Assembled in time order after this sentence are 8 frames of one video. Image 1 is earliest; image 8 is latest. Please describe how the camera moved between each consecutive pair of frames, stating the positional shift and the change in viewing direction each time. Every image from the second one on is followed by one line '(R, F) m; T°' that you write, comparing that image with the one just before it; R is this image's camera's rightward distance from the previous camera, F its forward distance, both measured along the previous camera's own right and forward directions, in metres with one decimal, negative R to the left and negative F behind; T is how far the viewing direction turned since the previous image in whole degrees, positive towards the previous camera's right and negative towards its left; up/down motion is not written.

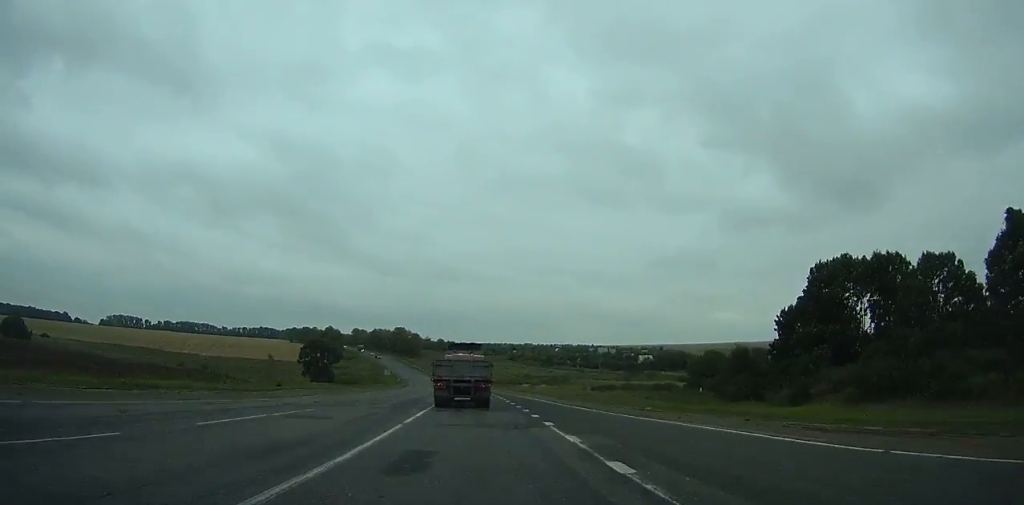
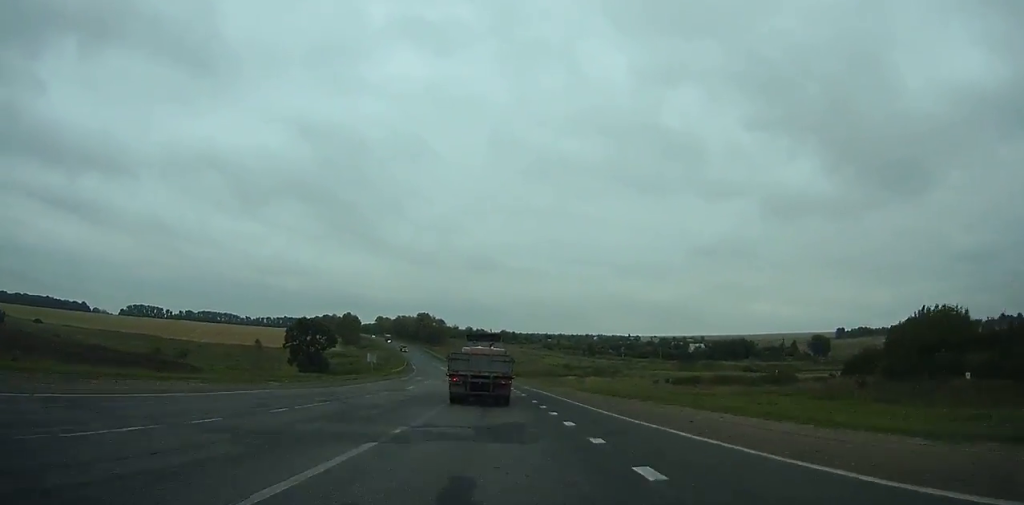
(-0.6, +44.6) m; -2°
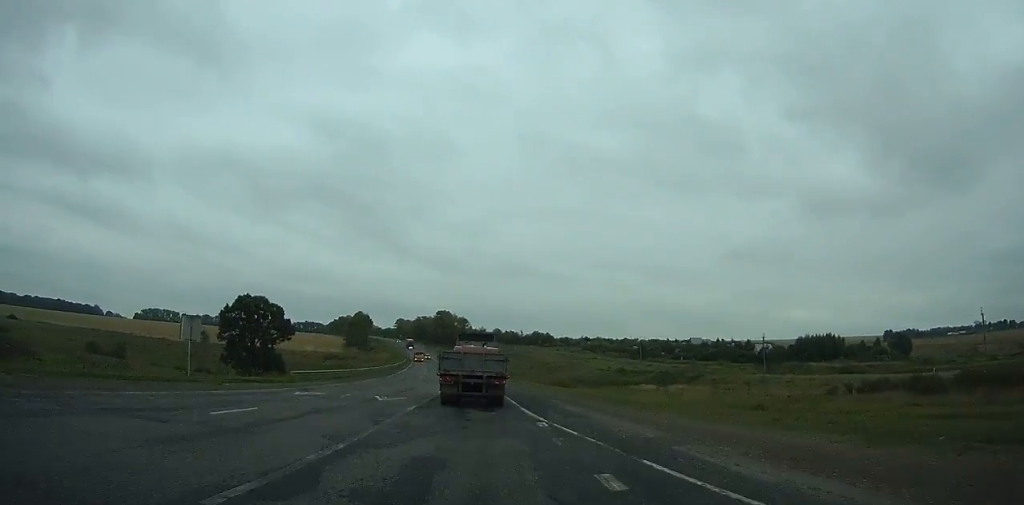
(-1.7, +58.1) m; -3°
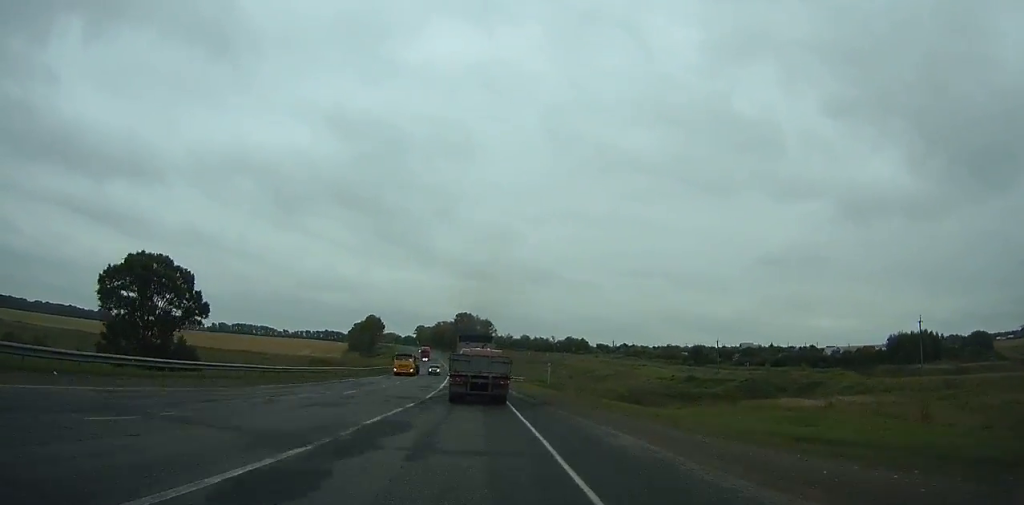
(-0.7, +46.7) m; -3°
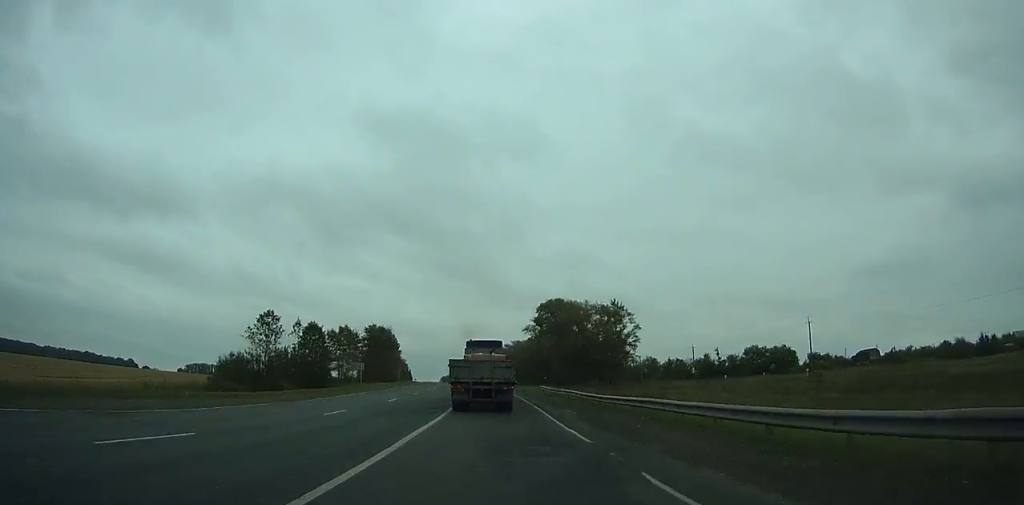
(-14.3, +168.9) m; -8°
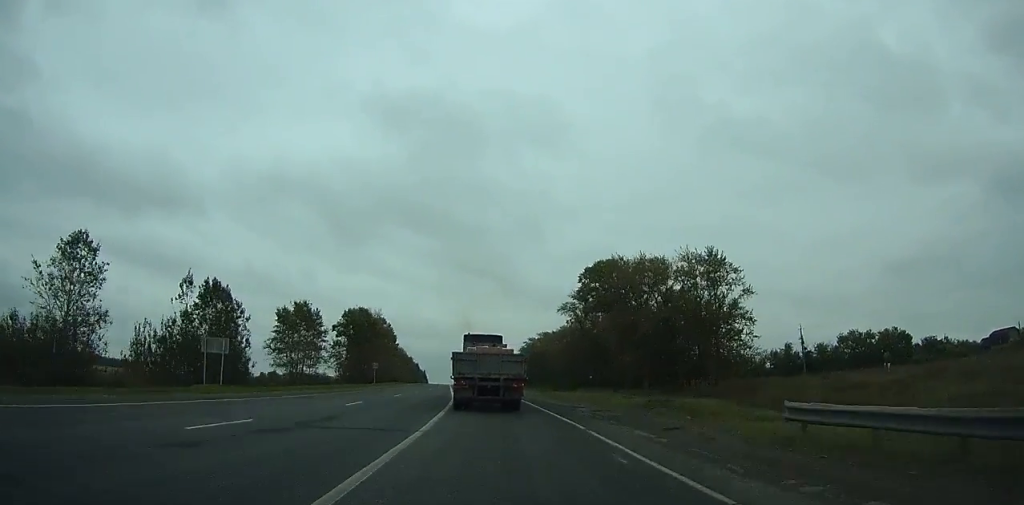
(-1.0, +44.2) m; -2°
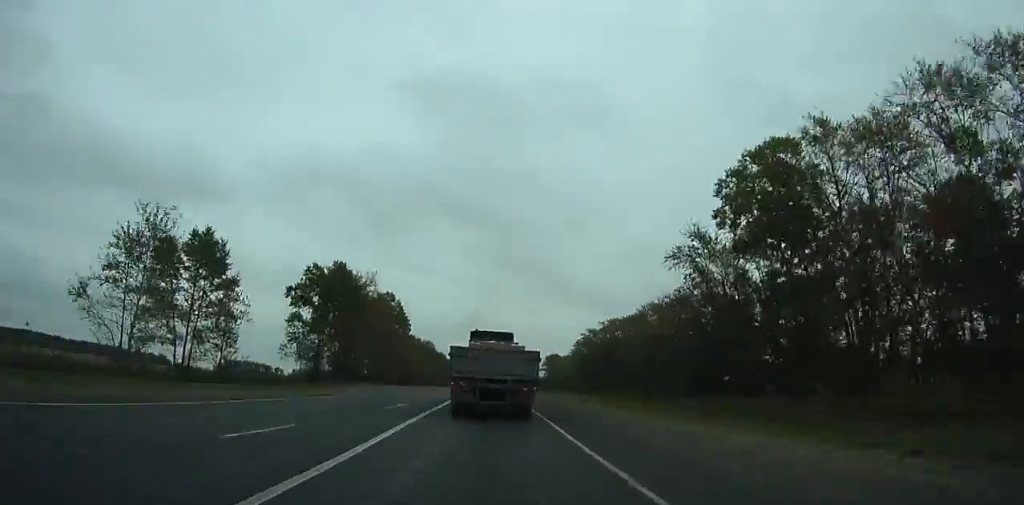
(-1.1, +48.2) m; -2°
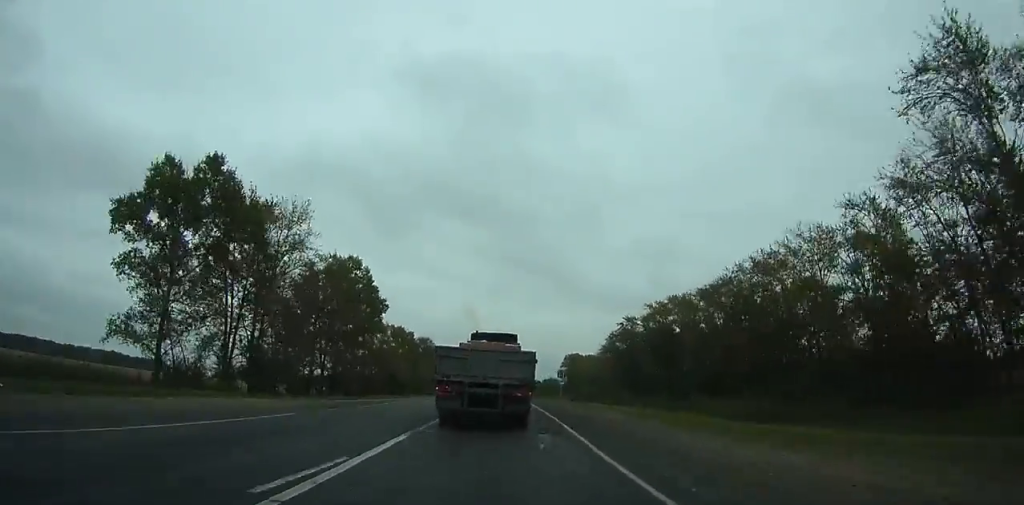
(-0.6, +39.3) m; -2°
